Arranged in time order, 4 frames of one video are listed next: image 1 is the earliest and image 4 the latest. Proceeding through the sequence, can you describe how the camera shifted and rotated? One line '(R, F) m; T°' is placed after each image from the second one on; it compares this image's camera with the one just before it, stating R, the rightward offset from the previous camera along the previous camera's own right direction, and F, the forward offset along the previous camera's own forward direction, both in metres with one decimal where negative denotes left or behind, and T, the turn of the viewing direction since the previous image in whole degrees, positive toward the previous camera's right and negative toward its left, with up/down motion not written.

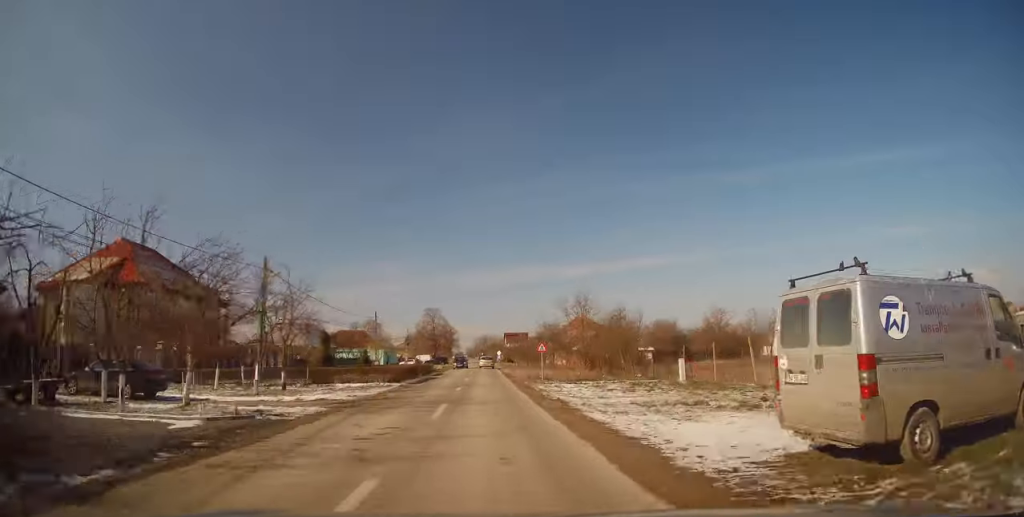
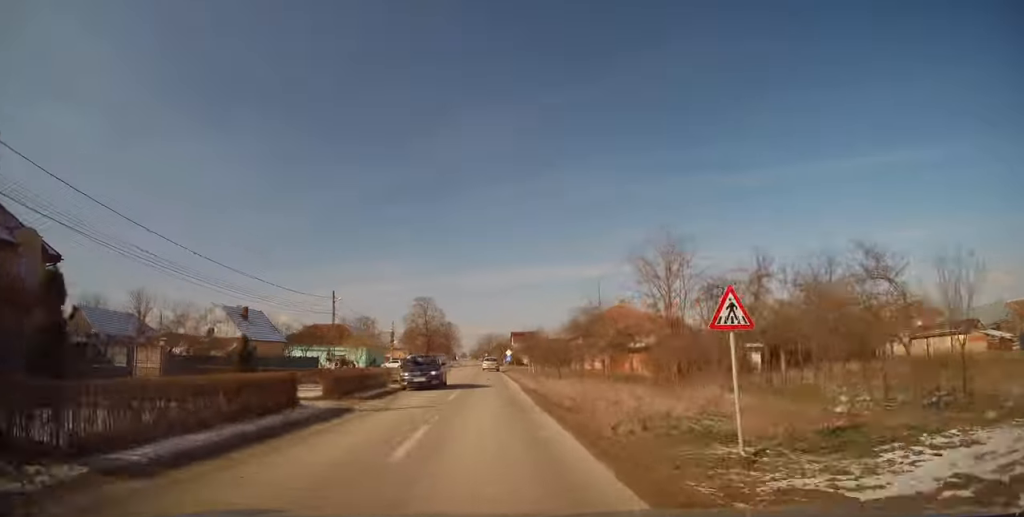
(-0.4, +23.2) m; 0°
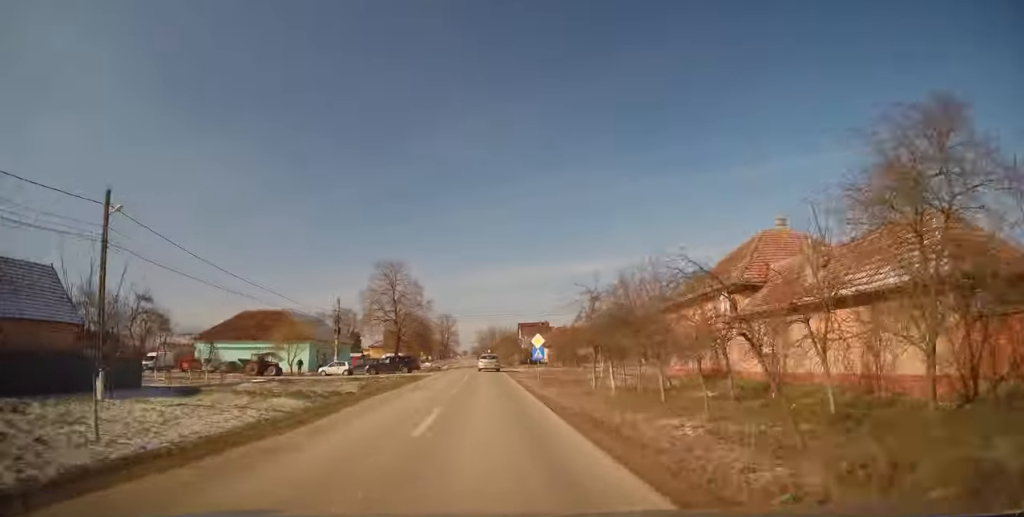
(+0.3, +33.8) m; -1°
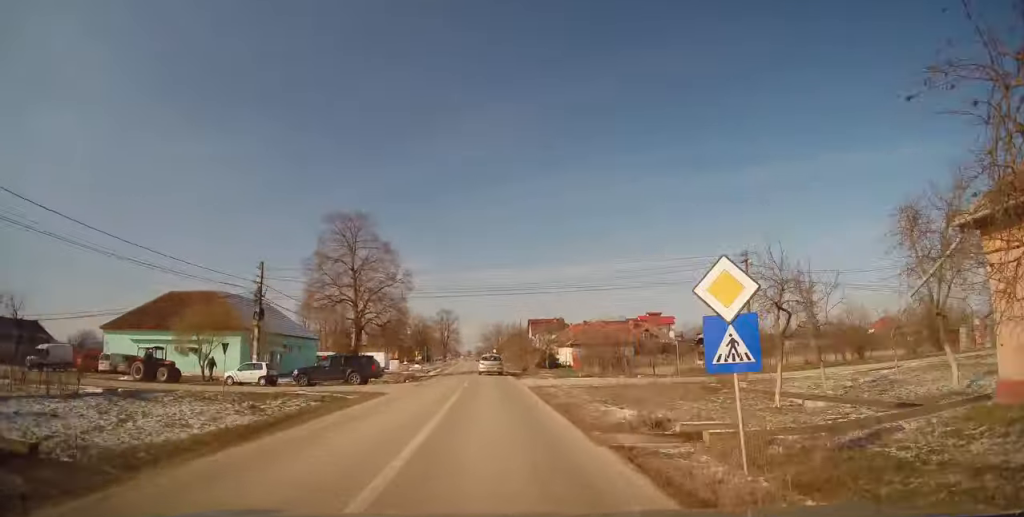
(-0.3, +21.0) m; 0°
